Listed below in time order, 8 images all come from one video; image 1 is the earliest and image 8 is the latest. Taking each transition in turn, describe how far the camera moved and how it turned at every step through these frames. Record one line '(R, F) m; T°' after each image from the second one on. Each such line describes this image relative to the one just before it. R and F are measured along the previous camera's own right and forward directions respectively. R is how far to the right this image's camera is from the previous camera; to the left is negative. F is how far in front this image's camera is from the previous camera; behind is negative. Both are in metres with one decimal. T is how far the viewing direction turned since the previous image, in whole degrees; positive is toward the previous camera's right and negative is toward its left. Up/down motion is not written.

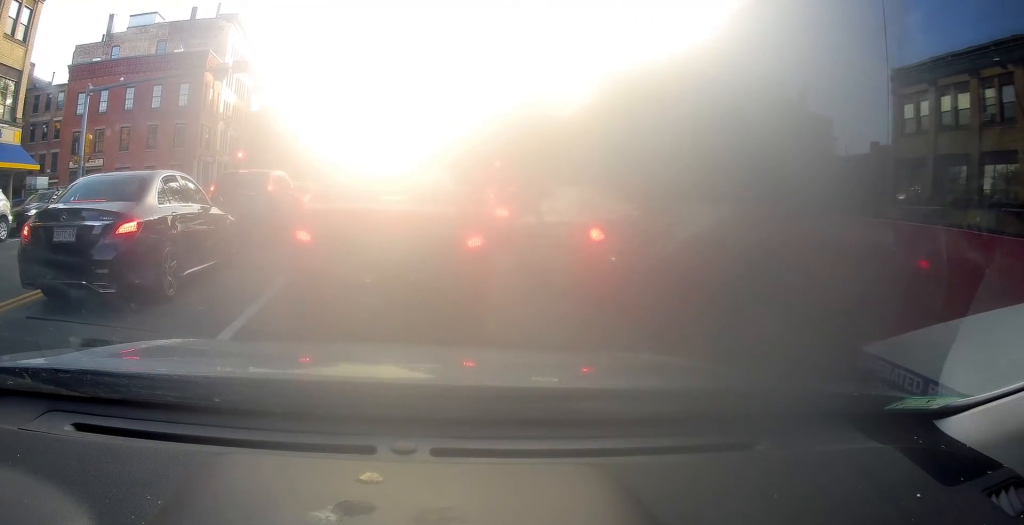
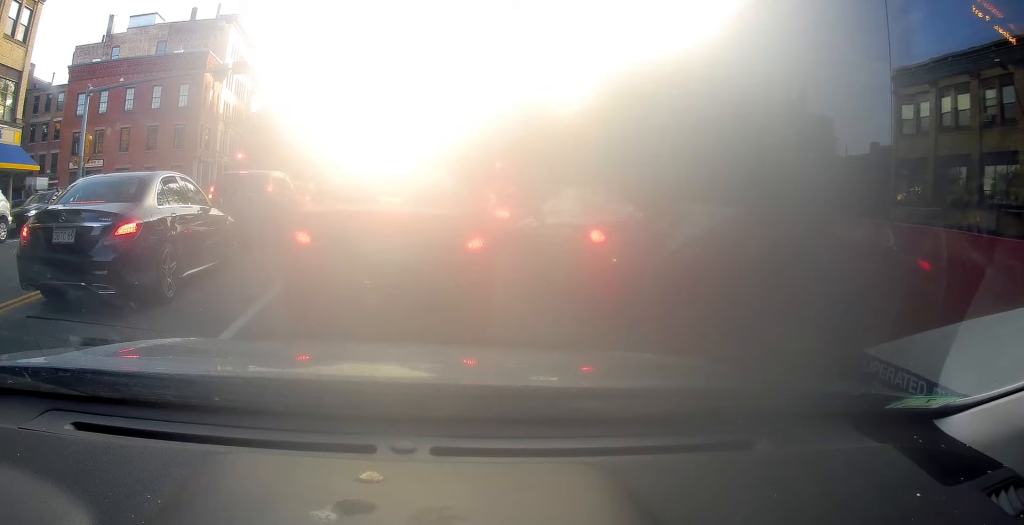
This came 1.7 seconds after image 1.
(0.0, 0.0) m; 0°
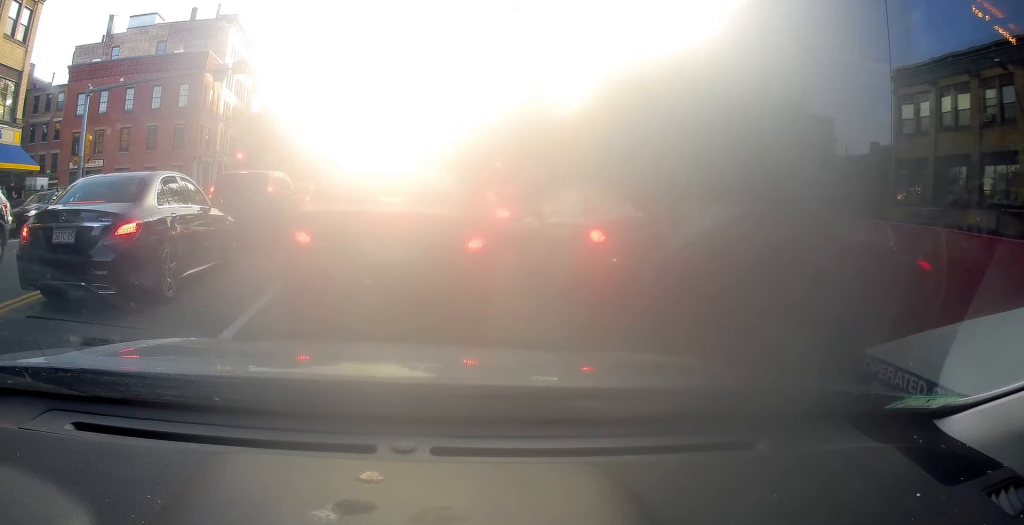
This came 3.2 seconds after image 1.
(0.0, 0.0) m; 0°
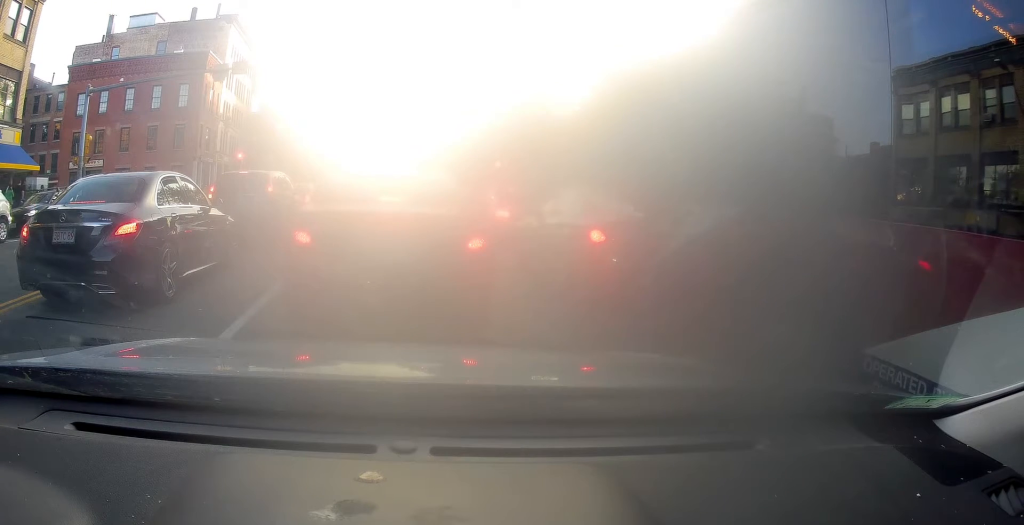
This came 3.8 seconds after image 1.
(0.0, 0.0) m; 0°
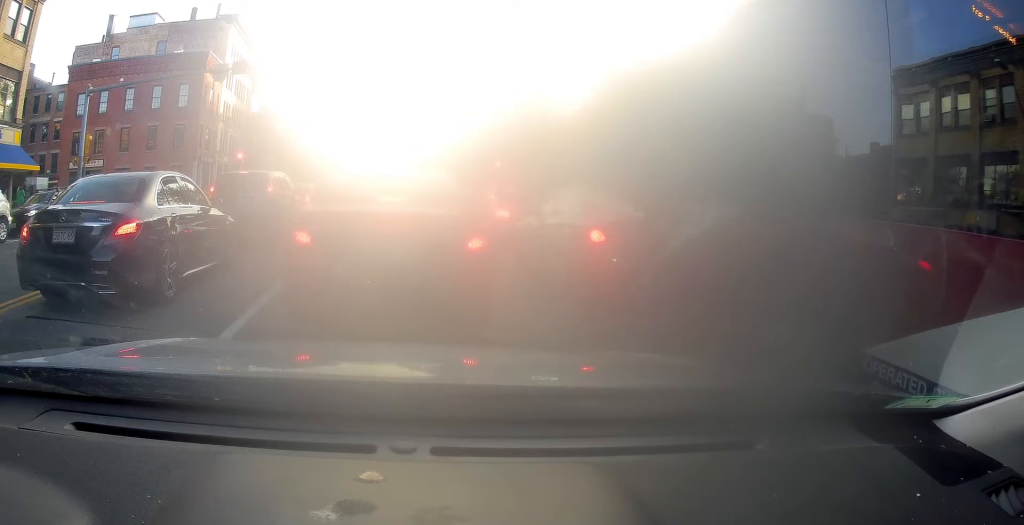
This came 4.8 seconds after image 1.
(0.0, 0.0) m; 0°
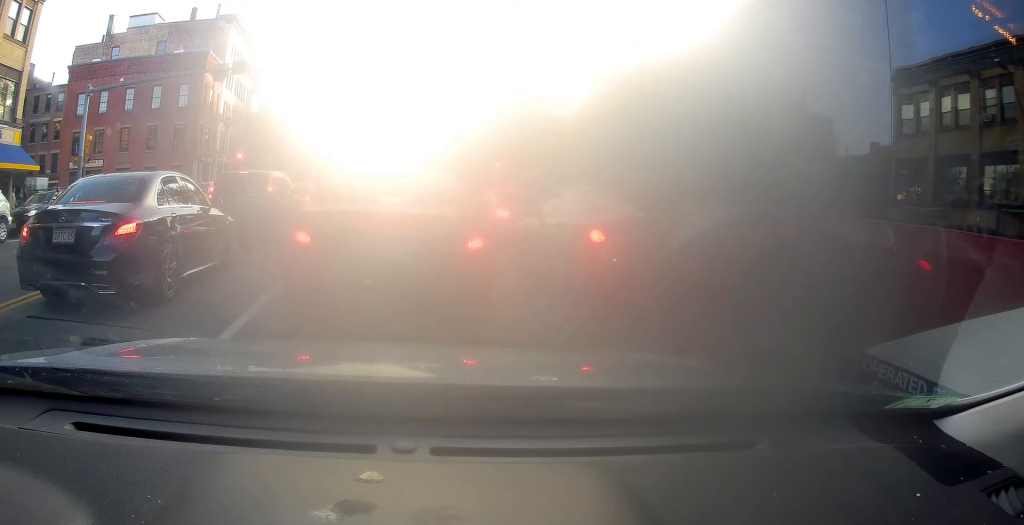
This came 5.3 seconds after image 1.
(0.0, 0.0) m; 0°
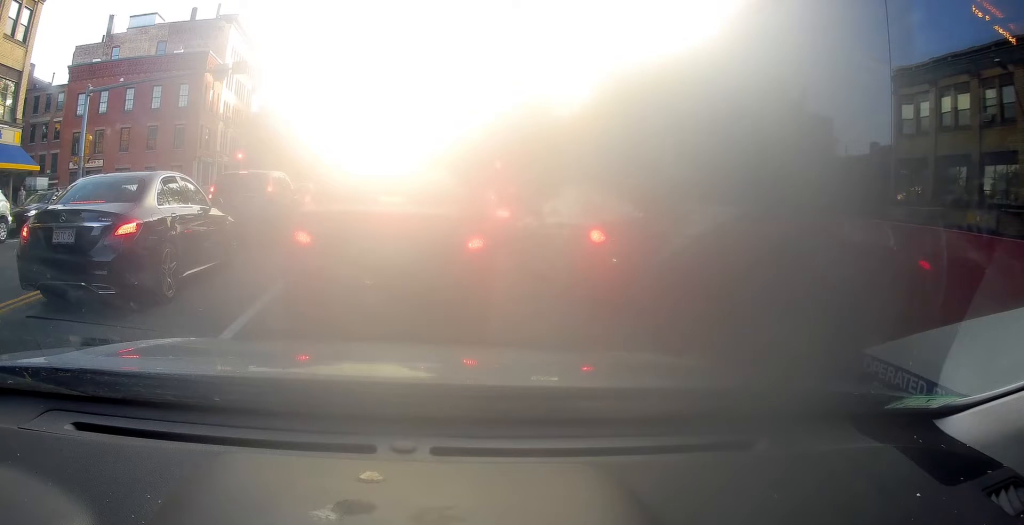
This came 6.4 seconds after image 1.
(0.0, 0.0) m; 0°
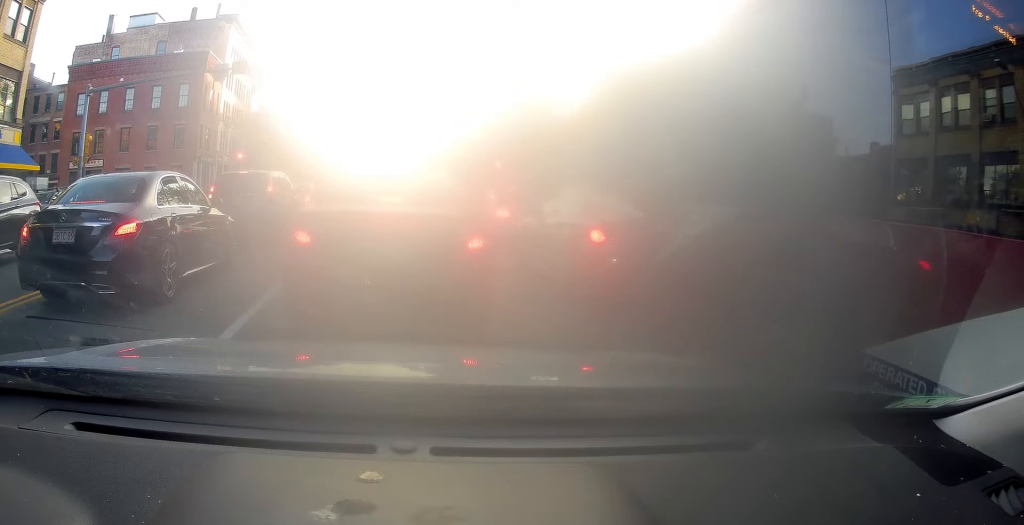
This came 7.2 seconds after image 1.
(0.0, 0.0) m; 0°
